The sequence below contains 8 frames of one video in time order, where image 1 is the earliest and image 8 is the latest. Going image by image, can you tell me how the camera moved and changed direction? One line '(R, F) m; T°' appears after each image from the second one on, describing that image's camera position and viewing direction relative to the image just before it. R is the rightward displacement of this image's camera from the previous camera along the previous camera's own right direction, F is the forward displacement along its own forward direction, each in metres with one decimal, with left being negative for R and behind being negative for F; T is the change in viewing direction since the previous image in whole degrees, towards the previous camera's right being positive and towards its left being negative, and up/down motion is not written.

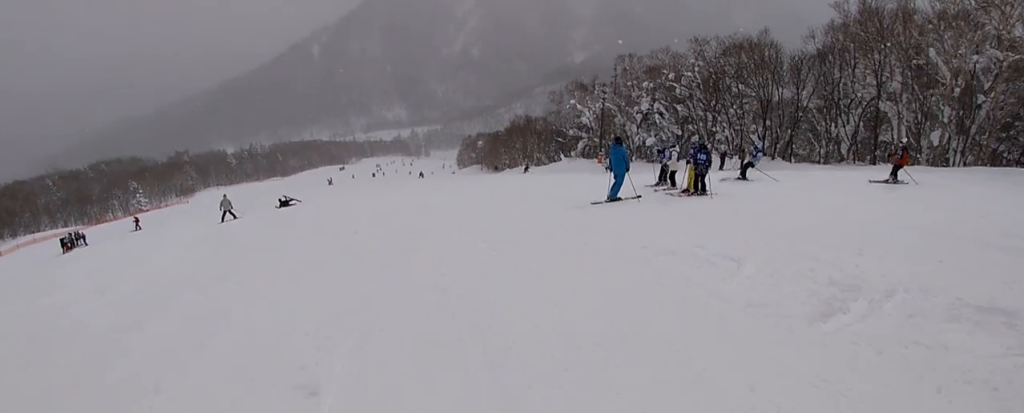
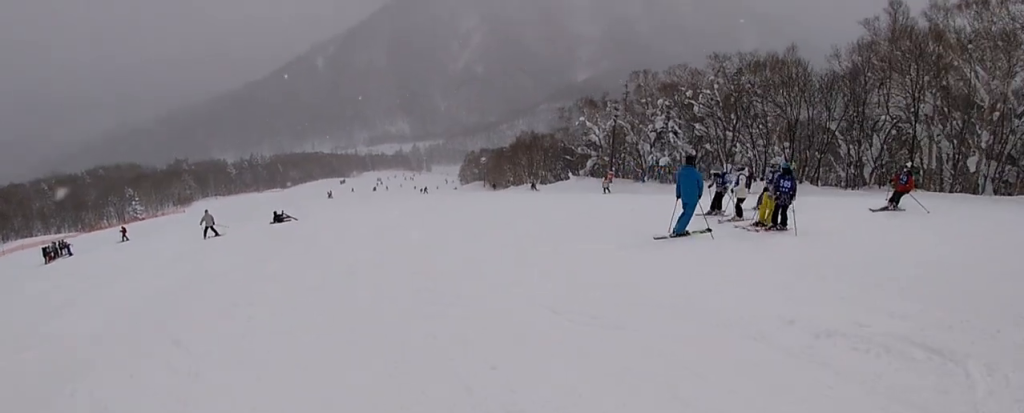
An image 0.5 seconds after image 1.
(-0.2, +3.6) m; -1°
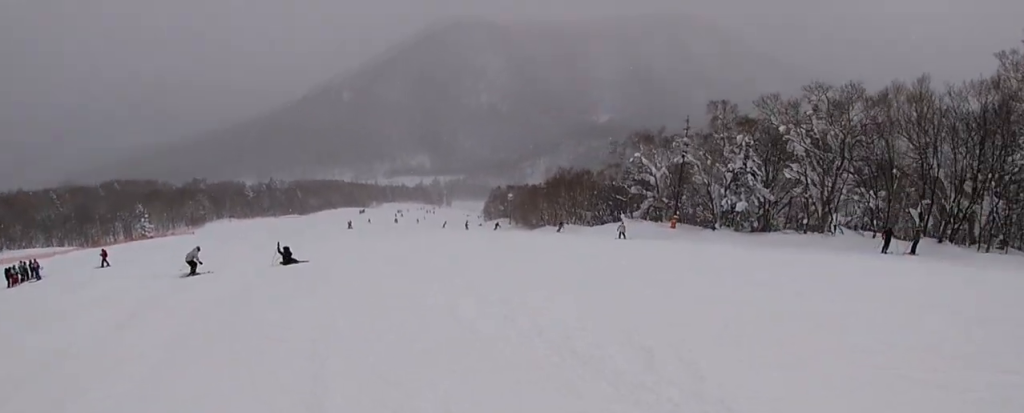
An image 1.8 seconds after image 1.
(0.0, +10.5) m; +12°
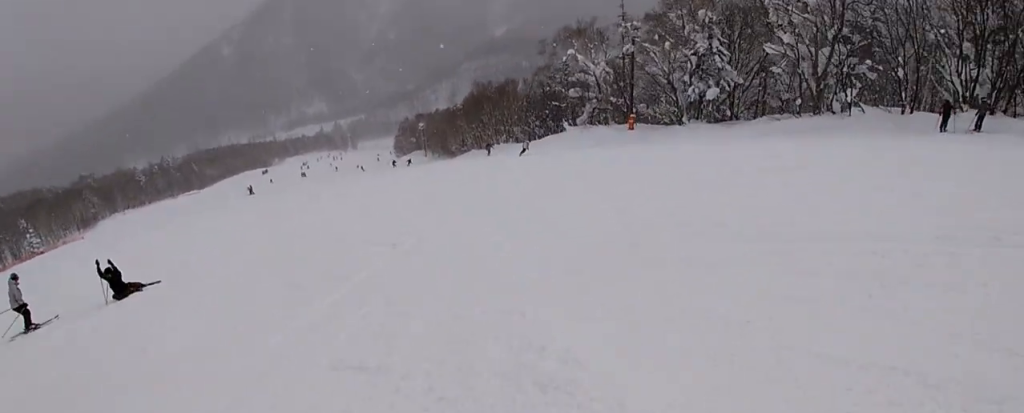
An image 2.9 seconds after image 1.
(+1.9, +10.3) m; +4°
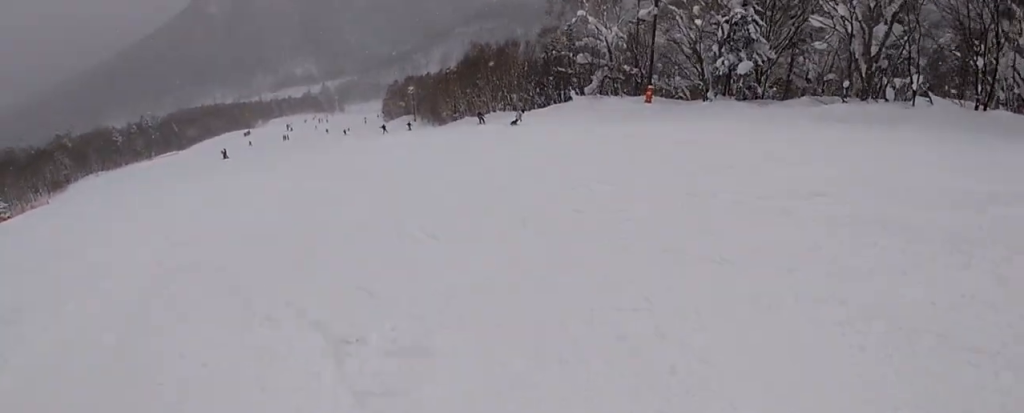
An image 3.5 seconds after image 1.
(-0.7, +6.3) m; -9°
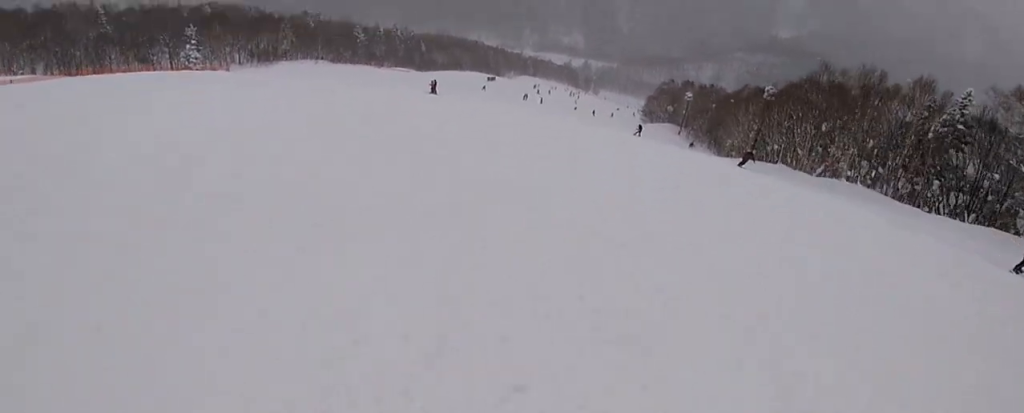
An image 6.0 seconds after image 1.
(-7.9, +27.6) m; -20°
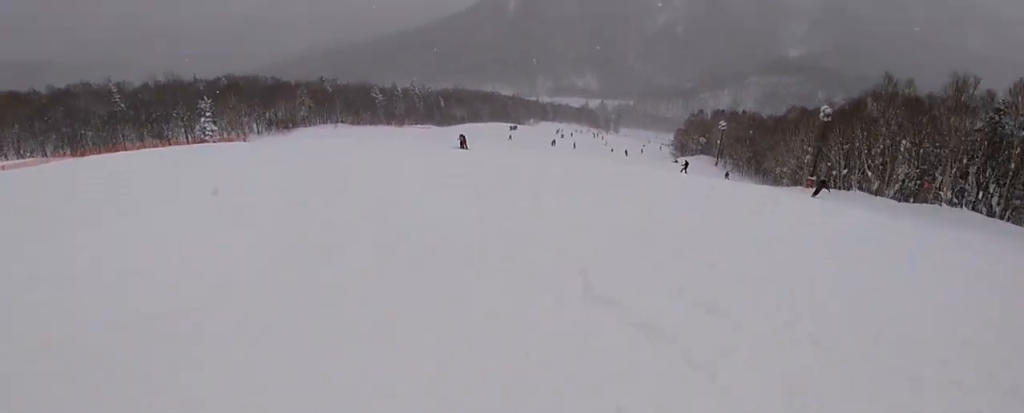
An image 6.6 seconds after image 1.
(+0.1, +6.9) m; +5°
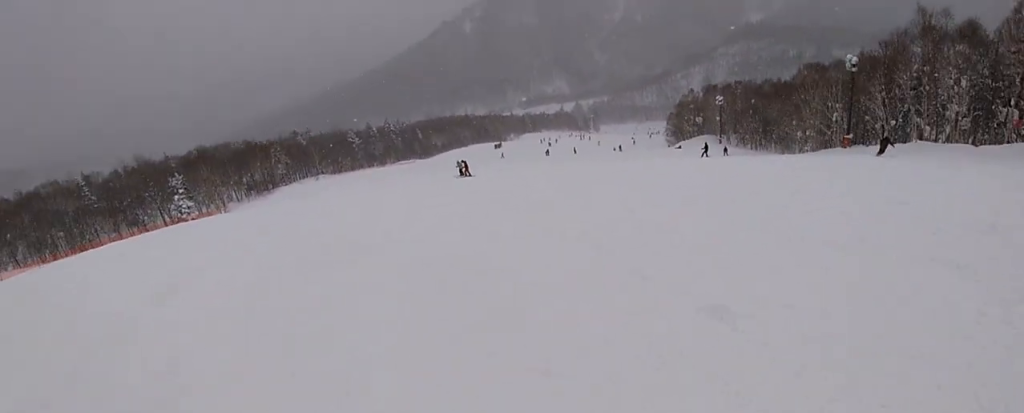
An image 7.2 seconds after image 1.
(+0.1, +7.8) m; +6°
